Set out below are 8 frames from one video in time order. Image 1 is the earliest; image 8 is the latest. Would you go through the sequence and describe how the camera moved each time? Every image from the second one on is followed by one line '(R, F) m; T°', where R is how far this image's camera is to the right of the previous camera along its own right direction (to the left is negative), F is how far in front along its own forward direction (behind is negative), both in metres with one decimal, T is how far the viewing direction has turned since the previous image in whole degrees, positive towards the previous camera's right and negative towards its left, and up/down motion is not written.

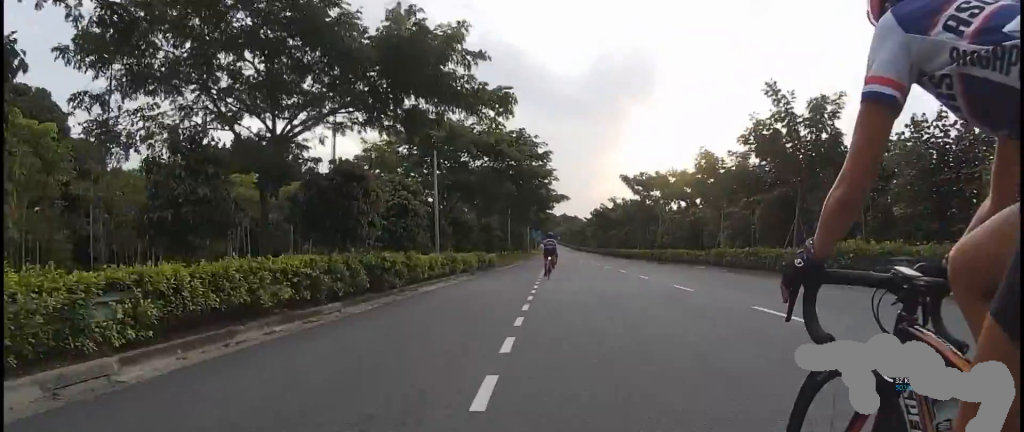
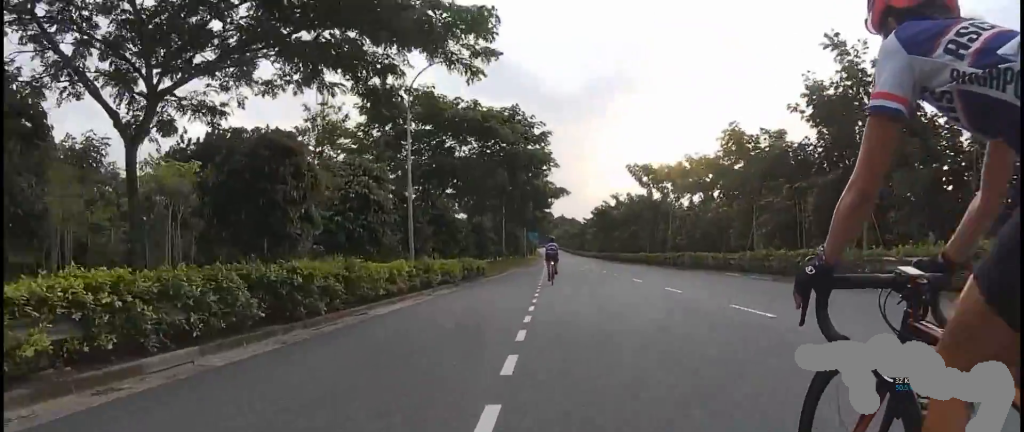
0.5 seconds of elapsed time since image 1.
(0.0, +4.7) m; 0°
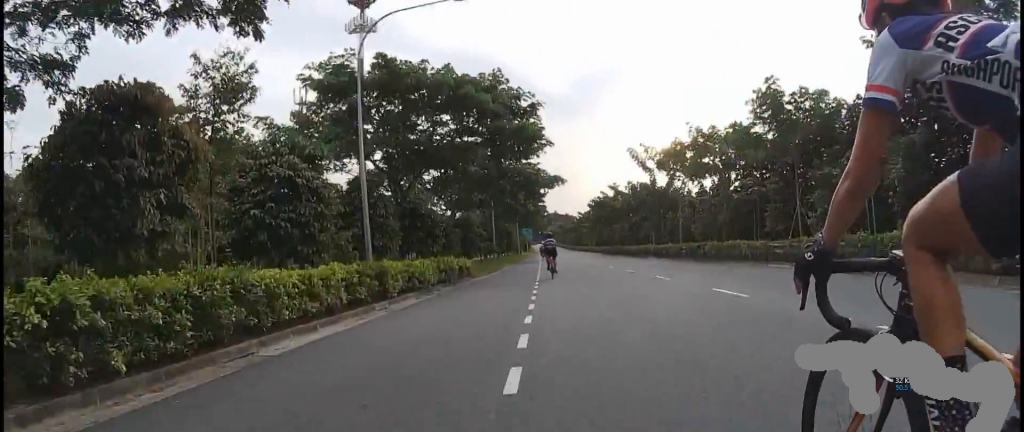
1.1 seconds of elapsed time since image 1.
(0.0, +4.8) m; 0°
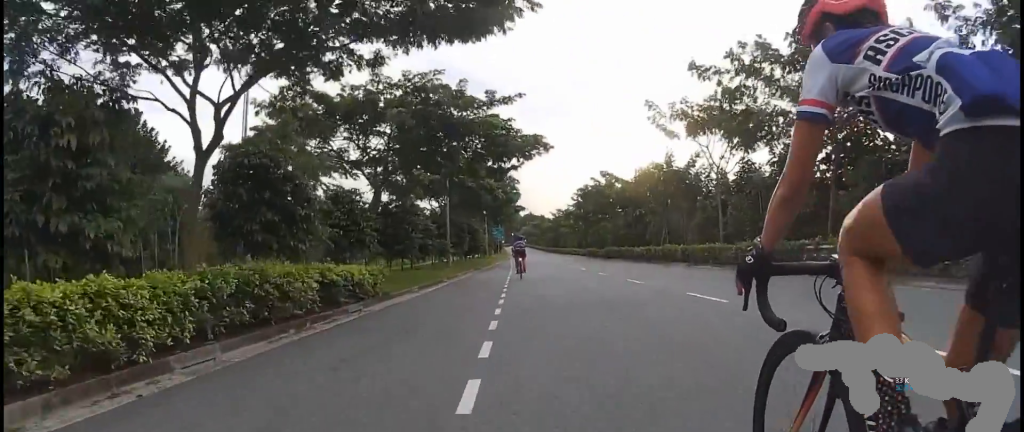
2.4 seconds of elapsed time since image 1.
(0.0, +12.5) m; 0°
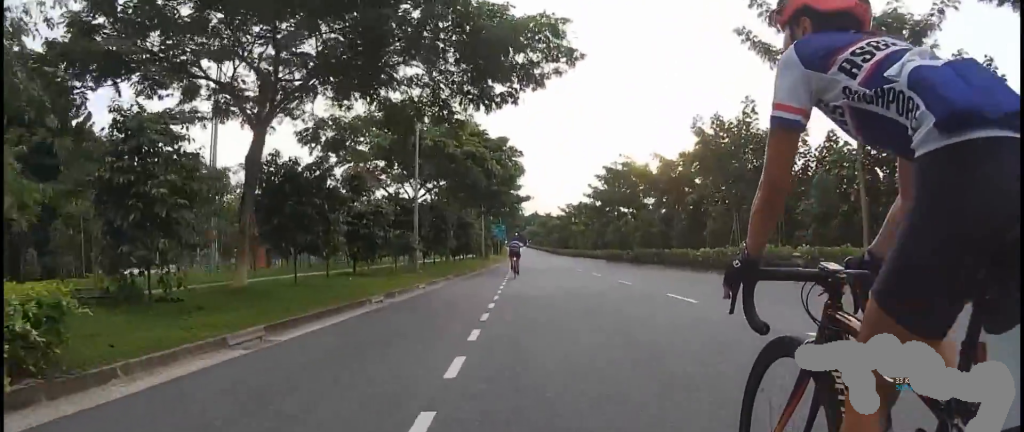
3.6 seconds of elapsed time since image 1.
(0.0, +11.0) m; 0°
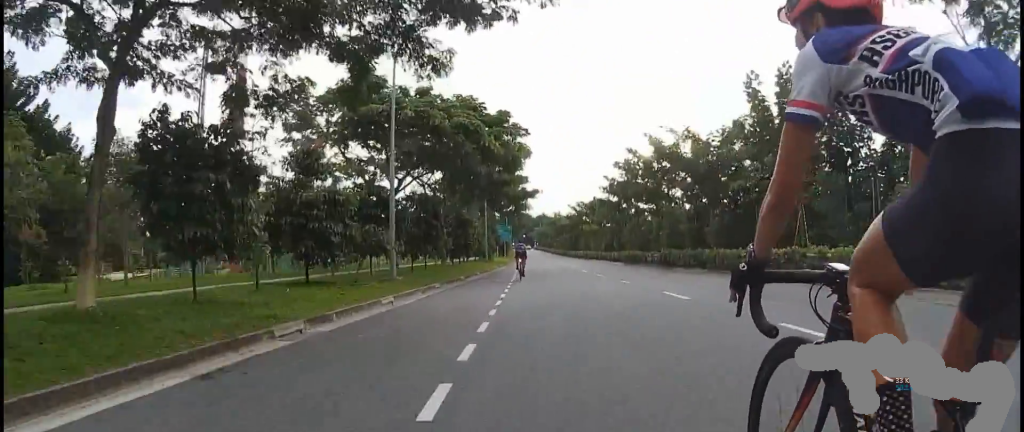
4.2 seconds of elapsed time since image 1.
(0.0, +5.2) m; 0°
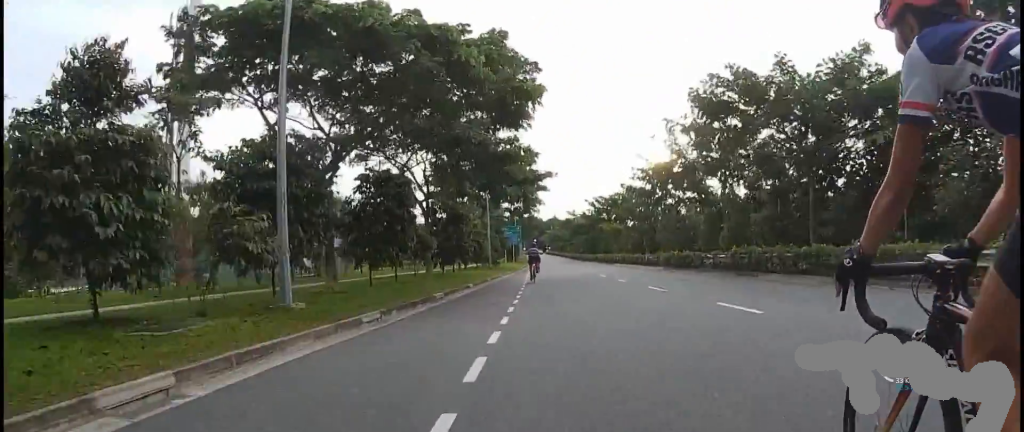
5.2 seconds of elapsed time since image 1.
(0.0, +8.9) m; 0°
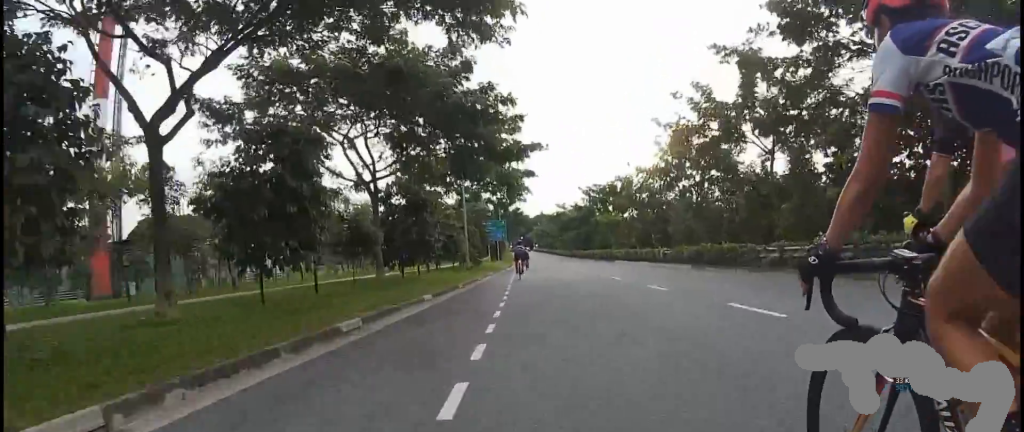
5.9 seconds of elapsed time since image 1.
(0.0, +7.1) m; 0°
